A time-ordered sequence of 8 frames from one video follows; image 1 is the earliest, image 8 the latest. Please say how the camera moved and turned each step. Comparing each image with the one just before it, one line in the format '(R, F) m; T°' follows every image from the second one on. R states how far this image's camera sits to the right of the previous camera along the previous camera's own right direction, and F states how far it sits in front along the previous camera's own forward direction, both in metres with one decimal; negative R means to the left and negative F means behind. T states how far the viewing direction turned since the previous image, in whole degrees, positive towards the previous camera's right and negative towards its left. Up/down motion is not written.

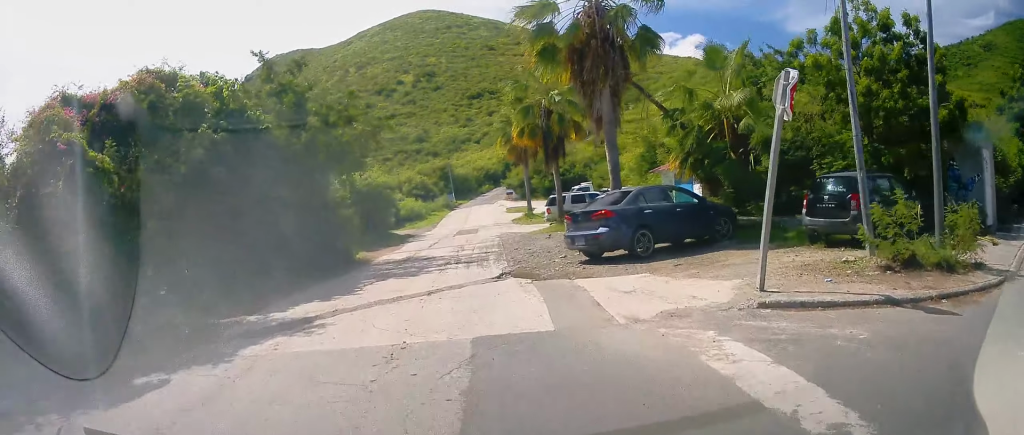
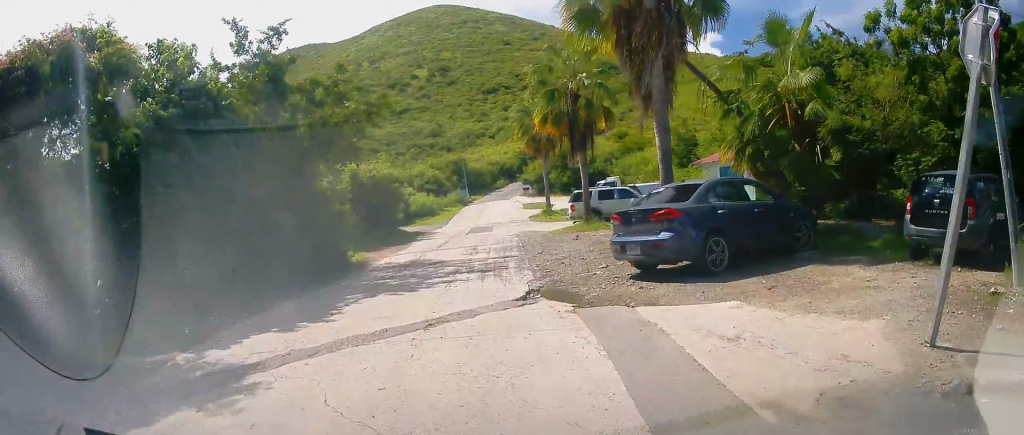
(-0.2, +3.3) m; -3°
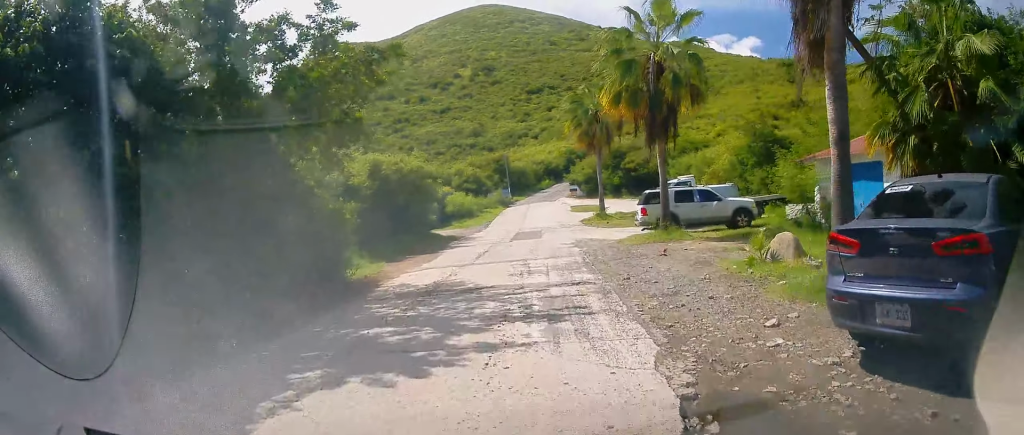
(0.0, +5.9) m; 0°
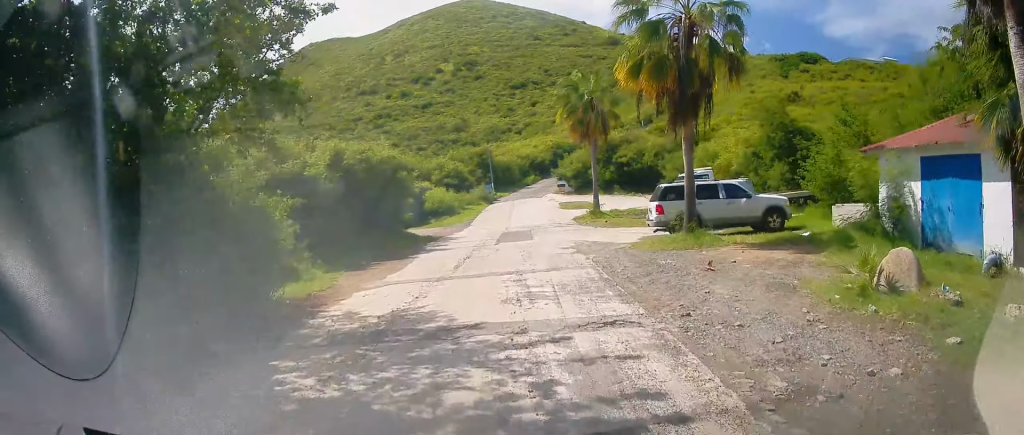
(0.0, +4.2) m; +2°
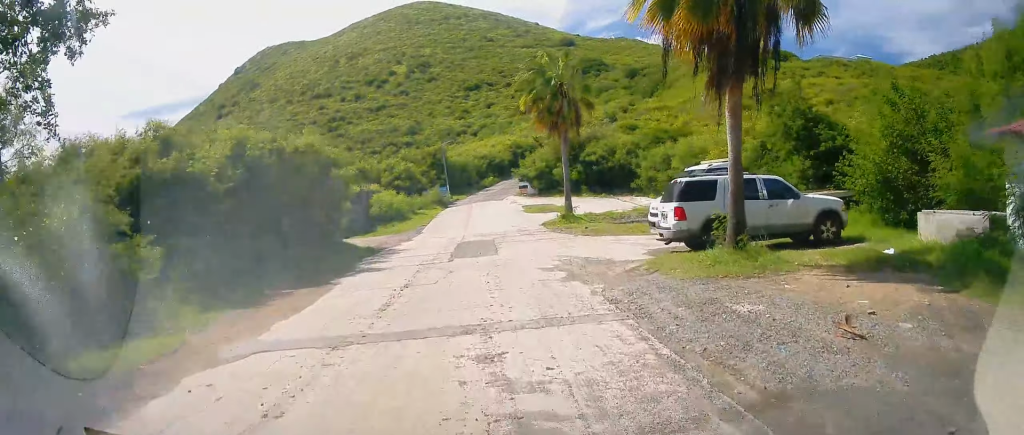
(+0.2, +5.6) m; +3°
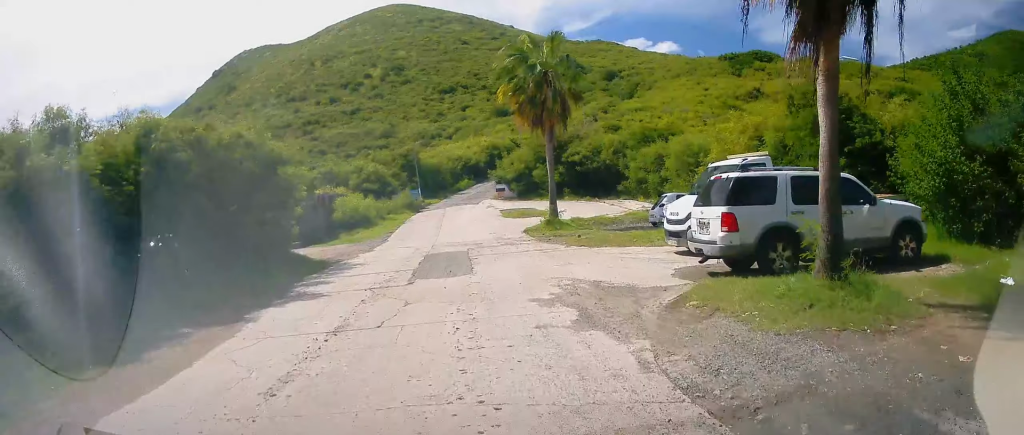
(0.0, +3.9) m; +2°
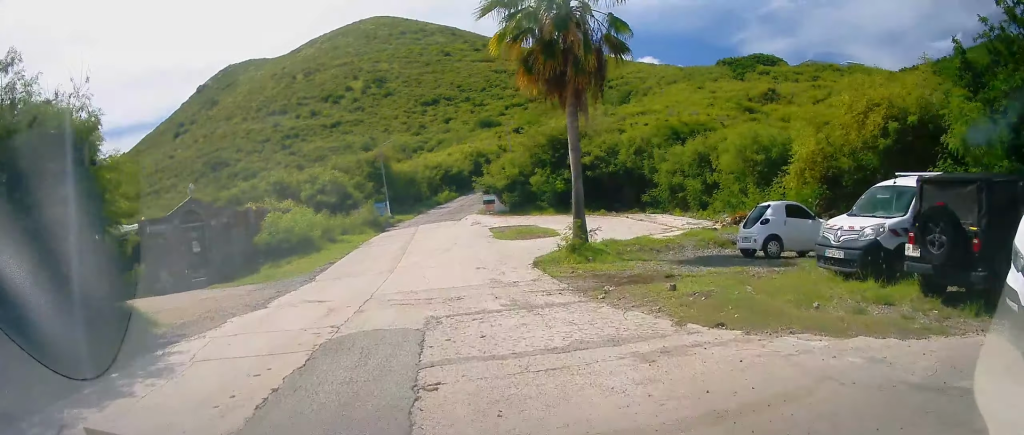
(-0.1, +10.9) m; 0°
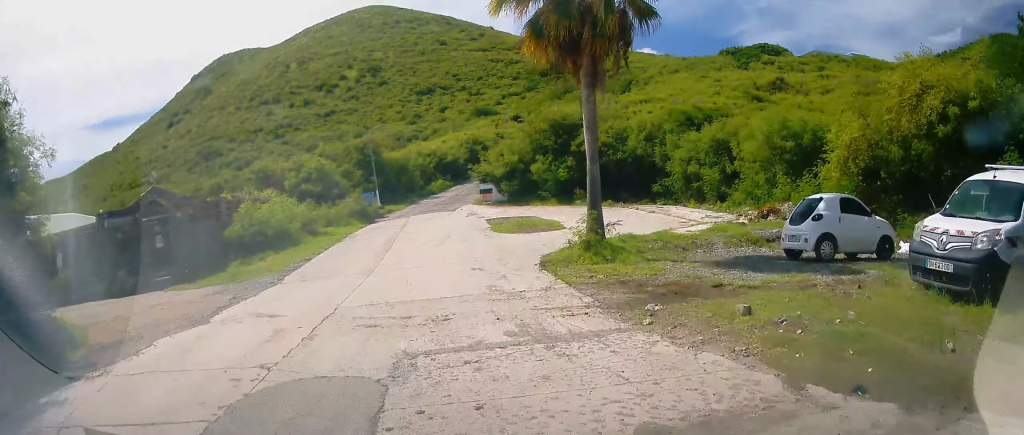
(-0.2, +2.7) m; +1°
